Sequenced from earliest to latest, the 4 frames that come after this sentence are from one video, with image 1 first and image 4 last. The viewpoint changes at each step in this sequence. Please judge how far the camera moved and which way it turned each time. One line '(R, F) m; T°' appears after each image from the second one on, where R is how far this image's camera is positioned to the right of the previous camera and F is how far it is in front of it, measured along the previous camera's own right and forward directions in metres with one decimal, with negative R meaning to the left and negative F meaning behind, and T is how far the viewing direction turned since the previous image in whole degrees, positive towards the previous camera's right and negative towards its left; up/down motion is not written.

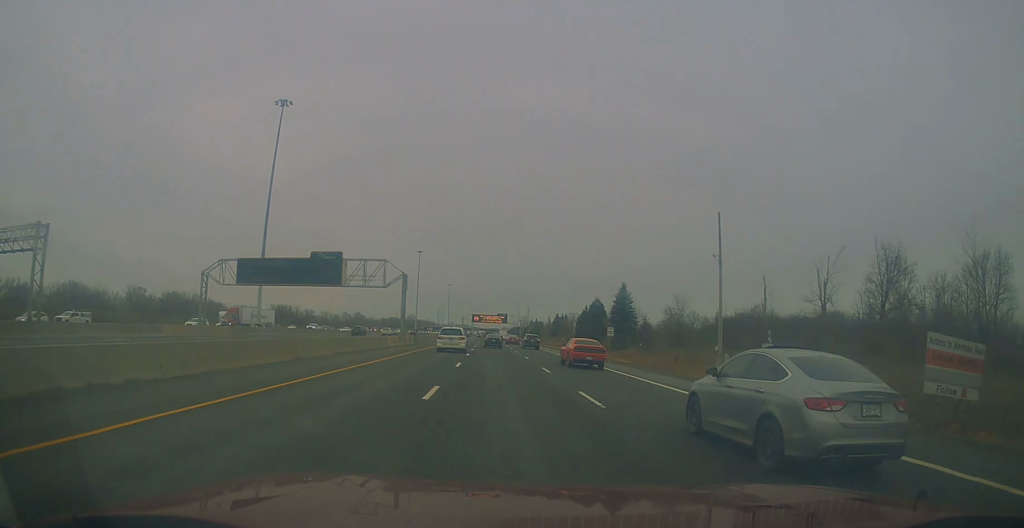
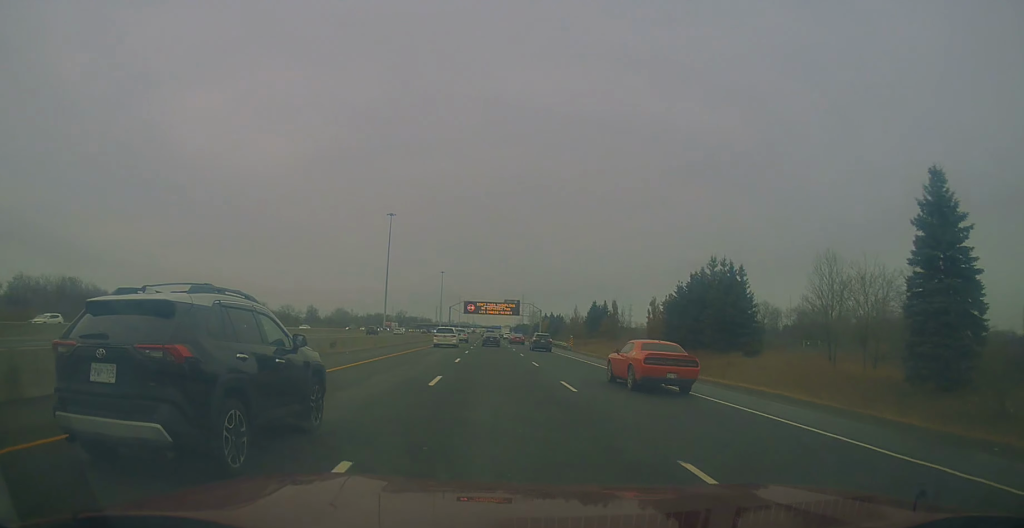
(+0.1, +75.4) m; 0°
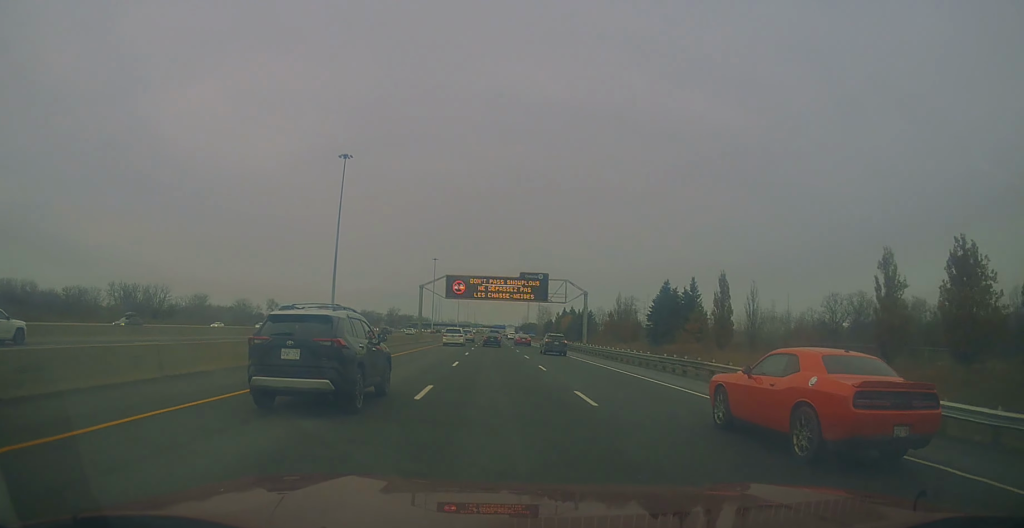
(-0.8, +63.0) m; -1°
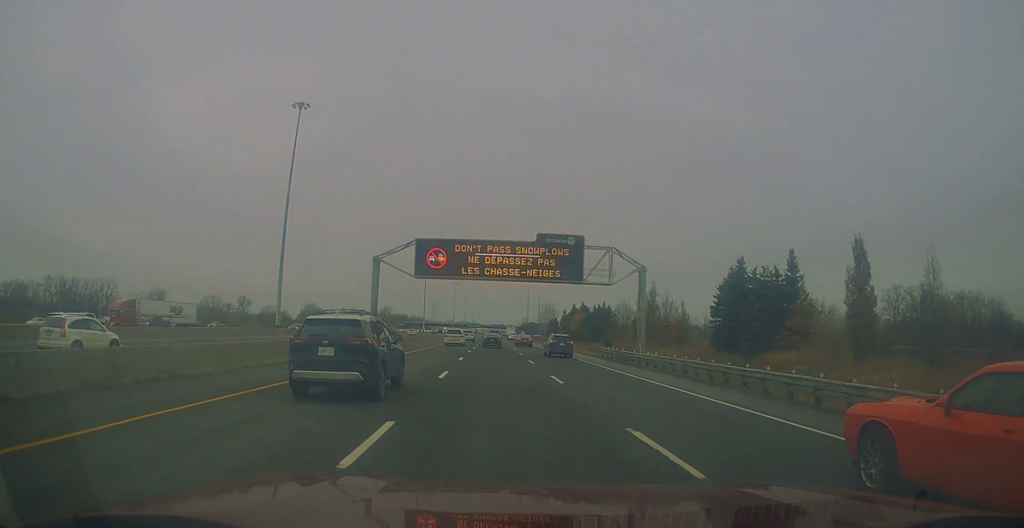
(+0.1, +29.8) m; 0°
